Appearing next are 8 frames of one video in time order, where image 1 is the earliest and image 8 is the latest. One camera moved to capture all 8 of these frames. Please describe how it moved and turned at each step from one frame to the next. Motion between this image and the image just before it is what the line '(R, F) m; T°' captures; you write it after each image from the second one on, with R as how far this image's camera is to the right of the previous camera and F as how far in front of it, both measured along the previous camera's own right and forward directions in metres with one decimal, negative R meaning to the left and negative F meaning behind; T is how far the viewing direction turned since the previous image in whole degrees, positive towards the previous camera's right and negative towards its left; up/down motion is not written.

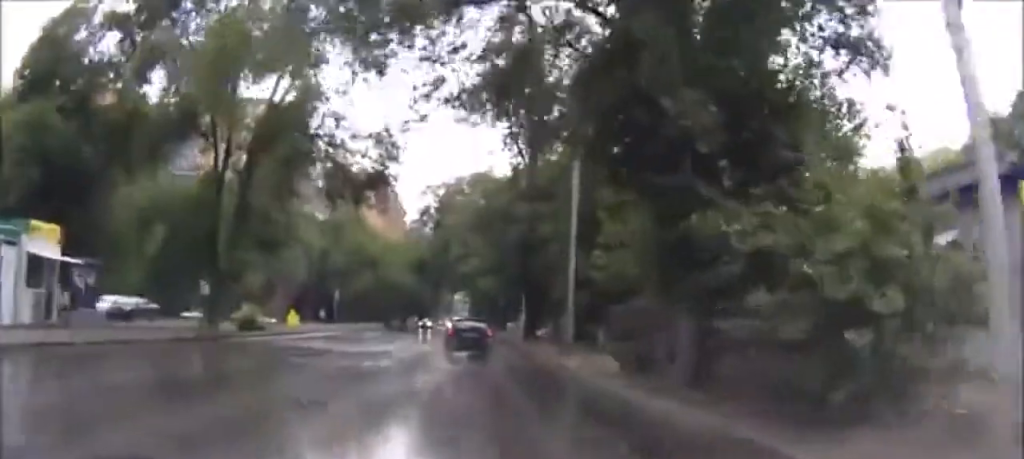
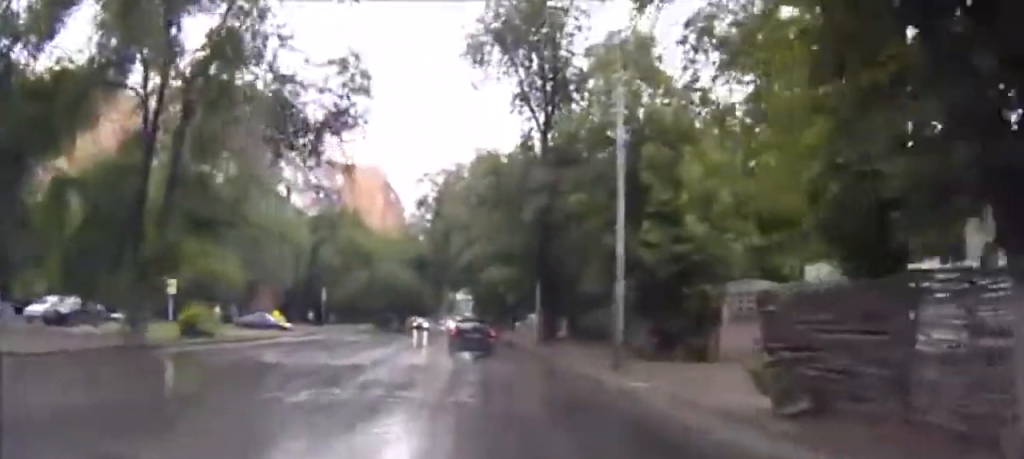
(0.0, +8.6) m; 0°
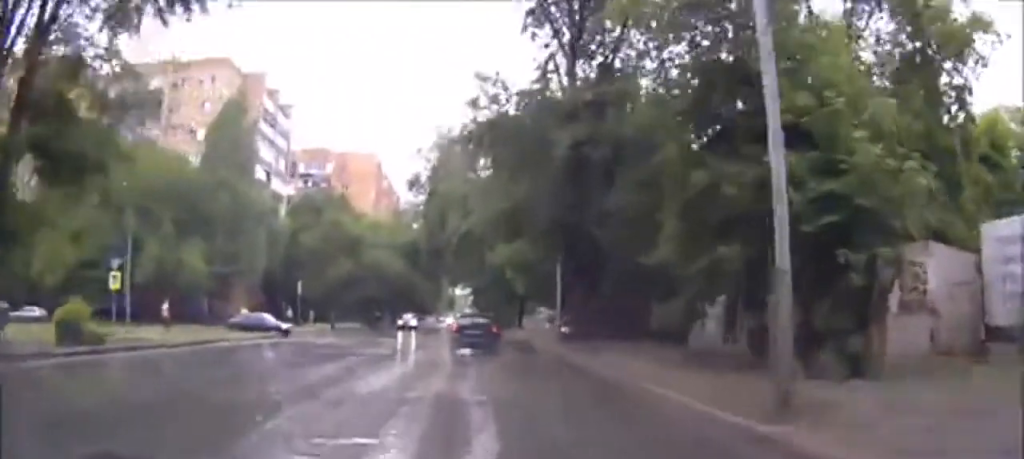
(0.0, +9.6) m; 0°
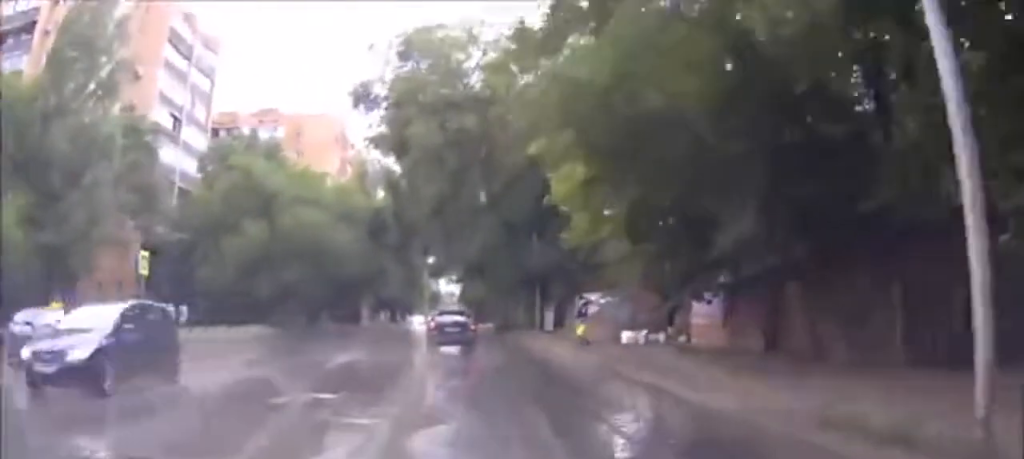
(+0.4, +27.9) m; +2°
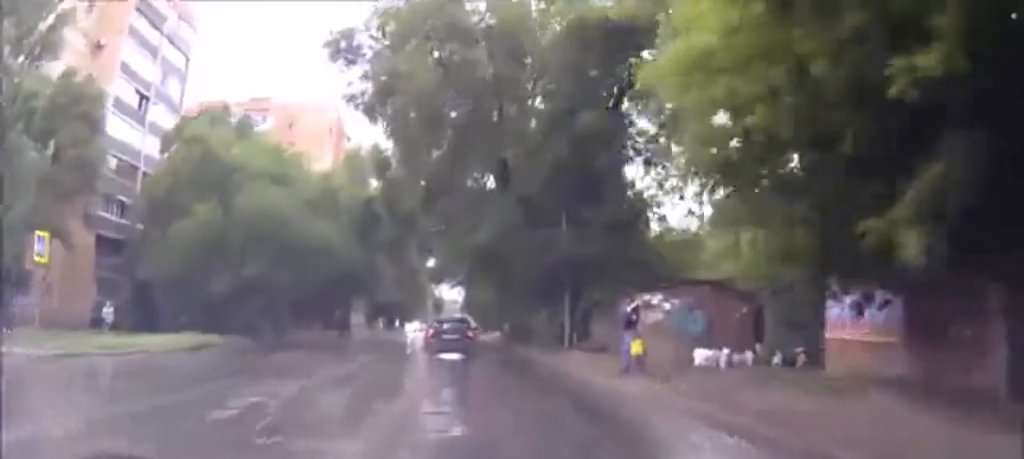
(0.0, +9.1) m; 0°
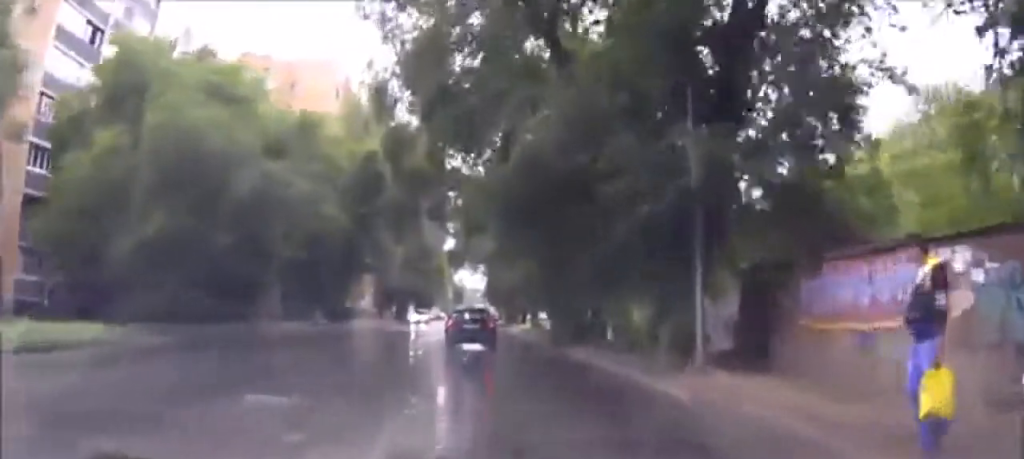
(0.0, +12.4) m; -2°
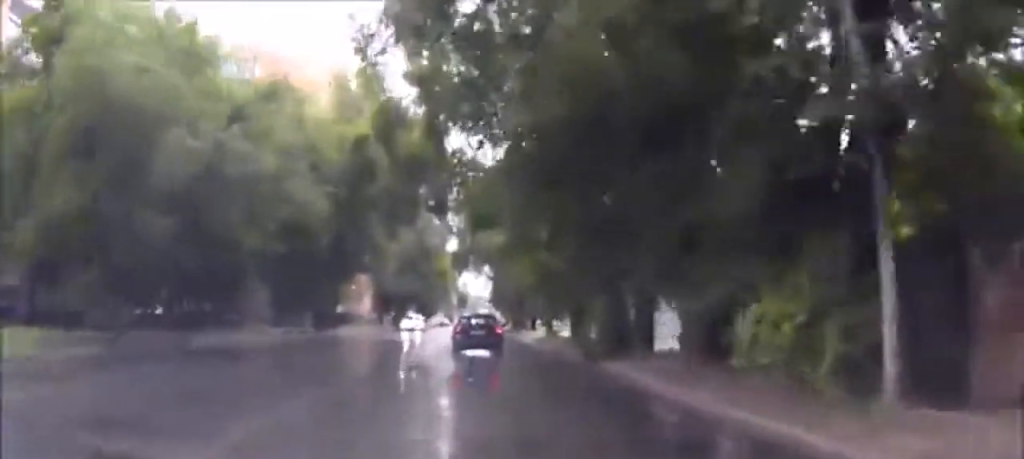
(-0.2, +5.4) m; -2°
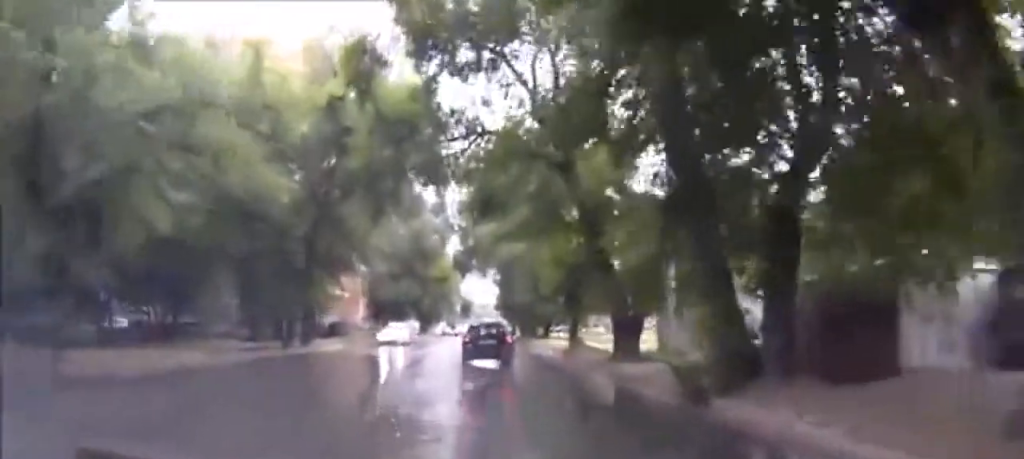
(-0.2, +8.1) m; -2°
